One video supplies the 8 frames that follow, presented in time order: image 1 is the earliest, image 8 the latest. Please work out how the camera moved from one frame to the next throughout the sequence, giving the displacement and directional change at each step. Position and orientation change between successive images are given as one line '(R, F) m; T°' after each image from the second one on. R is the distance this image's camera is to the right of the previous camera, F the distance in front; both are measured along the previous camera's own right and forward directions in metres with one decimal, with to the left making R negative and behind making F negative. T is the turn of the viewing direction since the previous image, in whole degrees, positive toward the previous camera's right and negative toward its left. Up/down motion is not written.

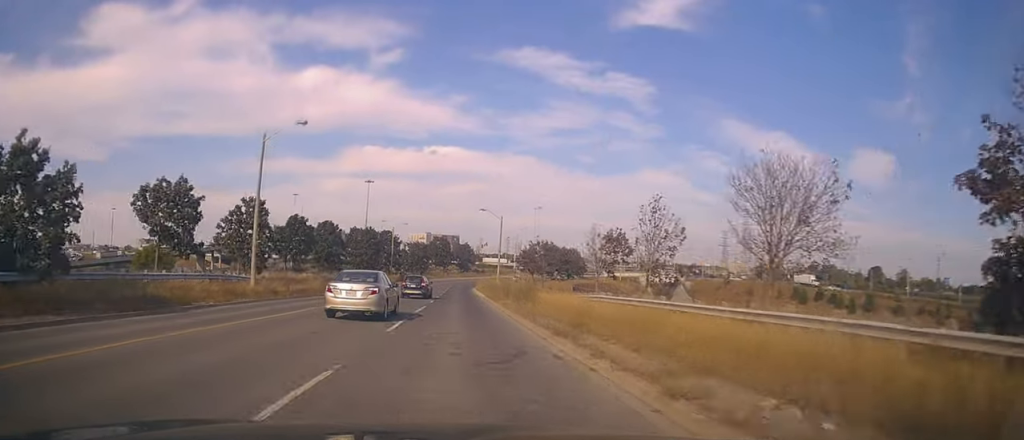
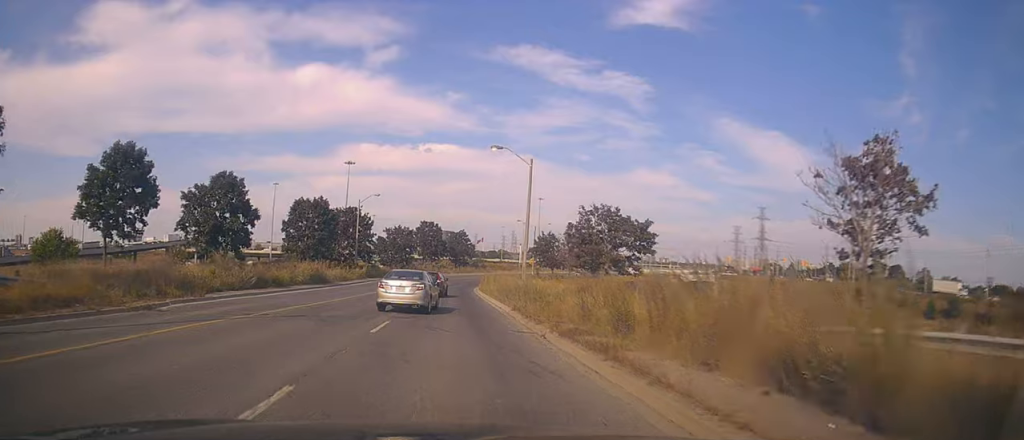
(+0.5, +28.4) m; +1°
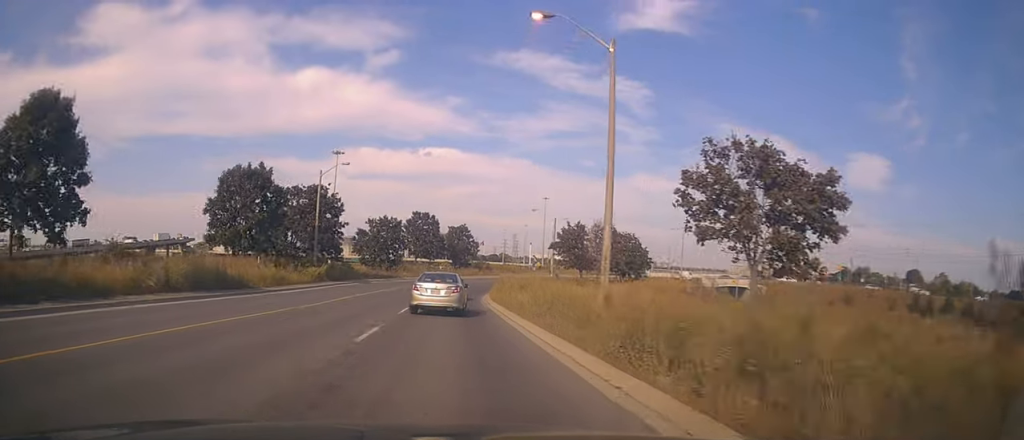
(-0.4, +19.4) m; -1°
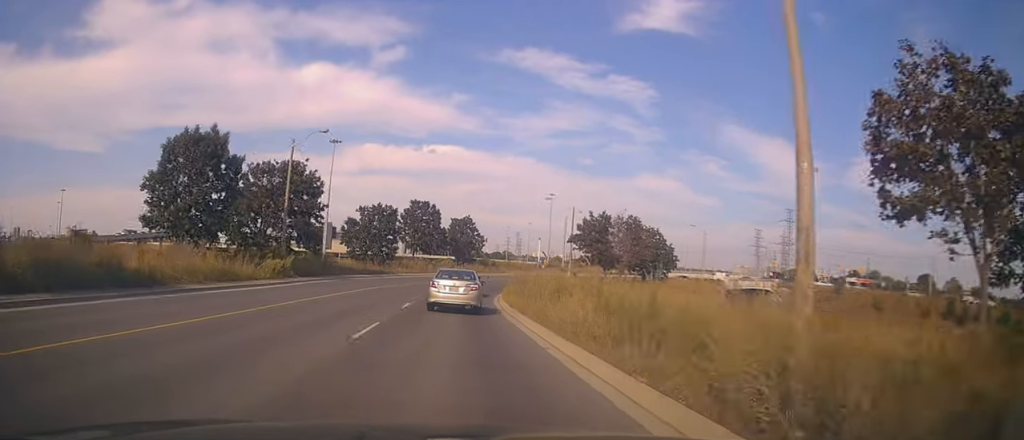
(+0.1, +10.0) m; 0°
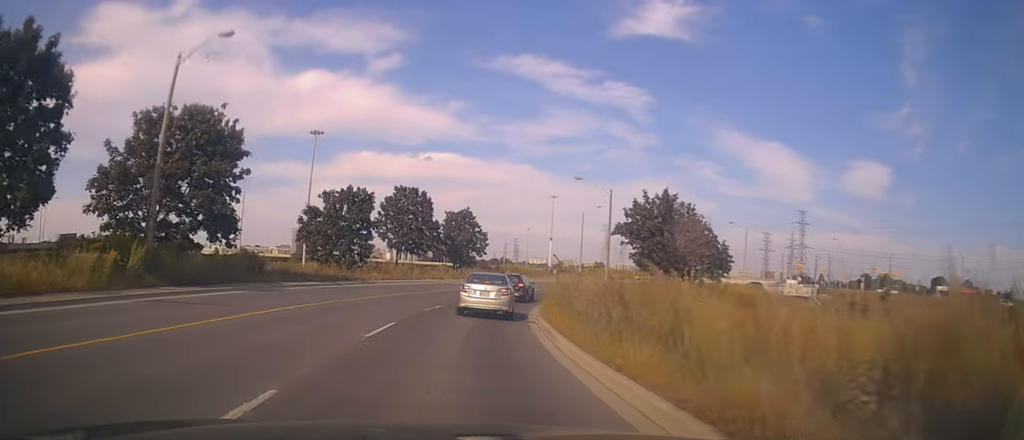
(0.0, +18.2) m; 0°
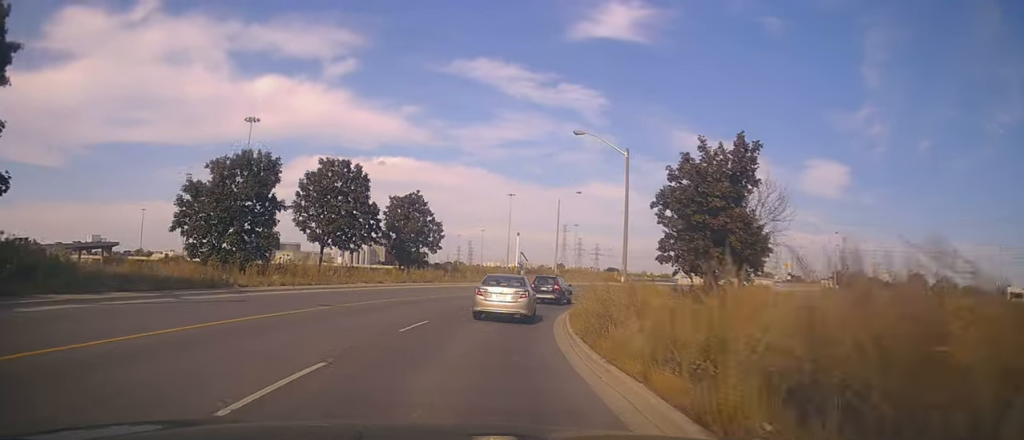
(0.0, +16.3) m; +2°
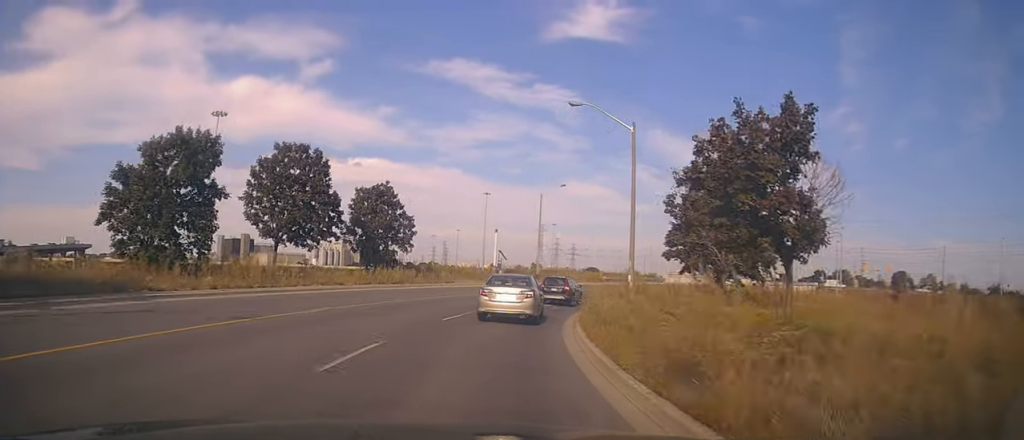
(-0.1, +5.8) m; +2°
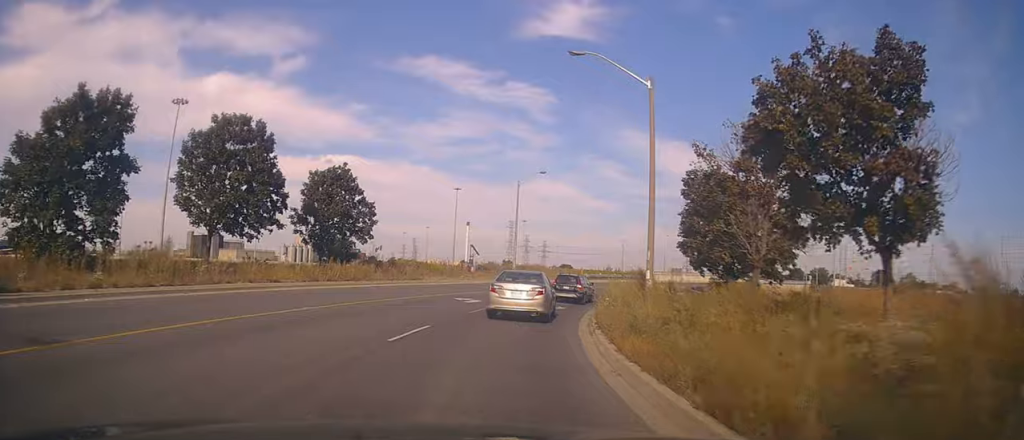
(+0.3, +6.6) m; +4°
